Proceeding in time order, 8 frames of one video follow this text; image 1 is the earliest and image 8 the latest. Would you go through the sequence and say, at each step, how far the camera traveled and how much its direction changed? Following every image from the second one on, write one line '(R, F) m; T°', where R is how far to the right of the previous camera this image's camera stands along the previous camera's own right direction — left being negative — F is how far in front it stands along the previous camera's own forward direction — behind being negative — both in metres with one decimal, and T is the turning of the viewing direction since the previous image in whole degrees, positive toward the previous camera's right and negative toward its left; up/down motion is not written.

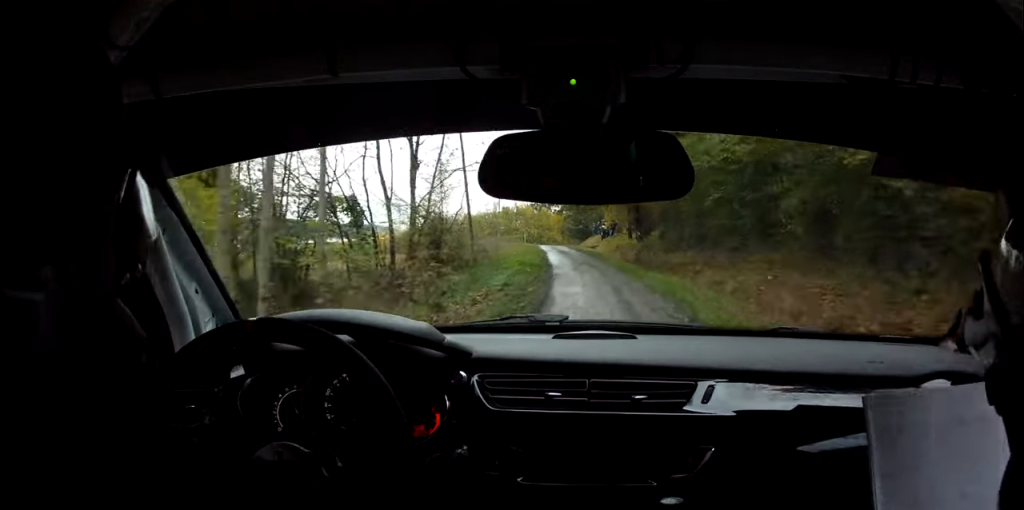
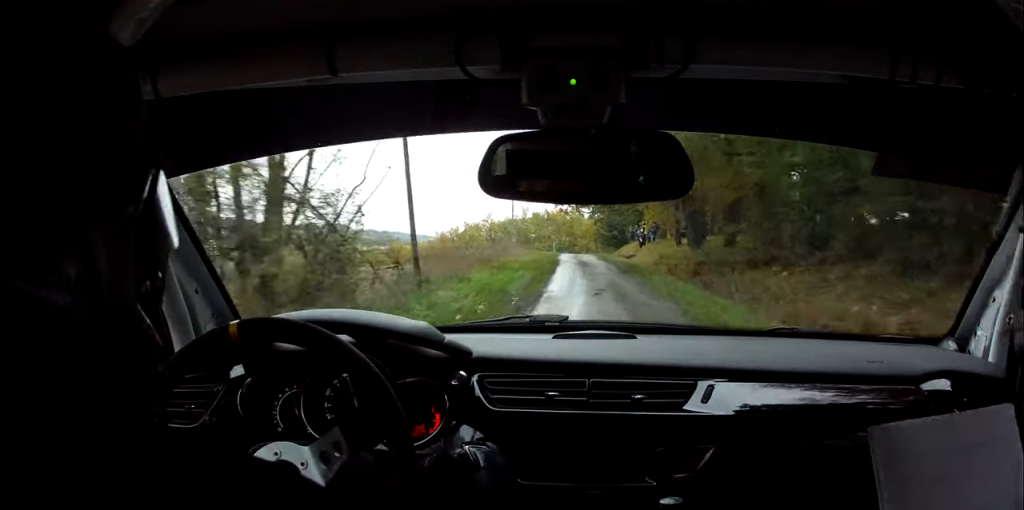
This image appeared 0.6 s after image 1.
(-0.4, +16.0) m; -3°
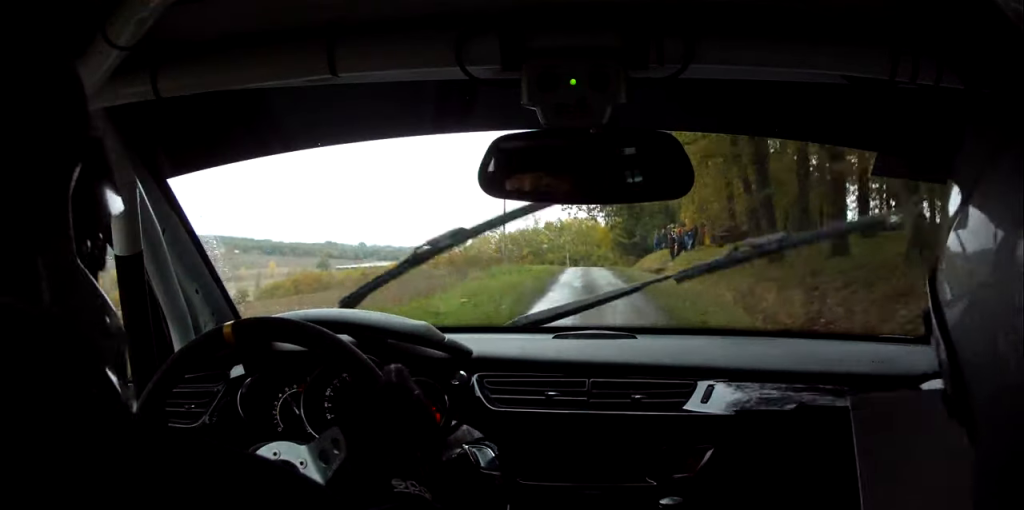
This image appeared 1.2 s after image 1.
(-0.1, +14.6) m; -2°
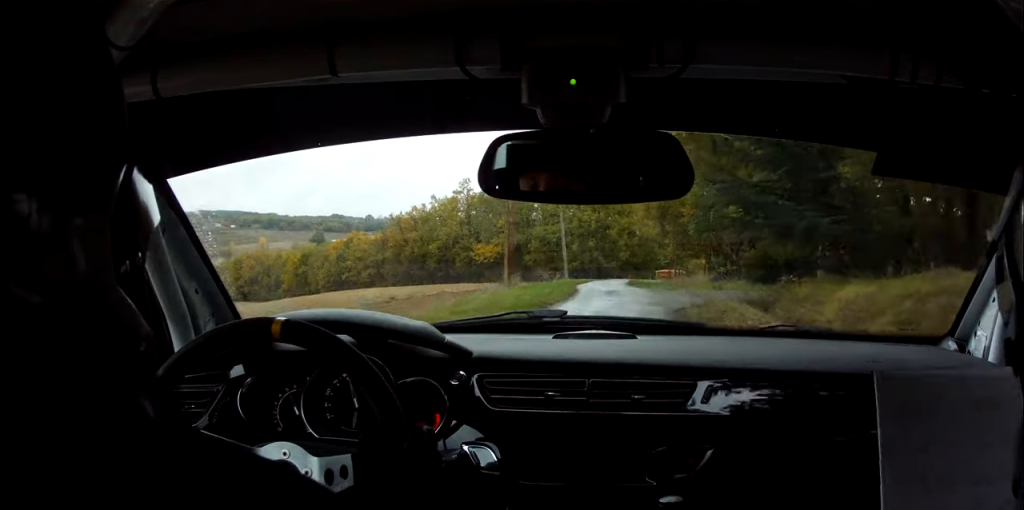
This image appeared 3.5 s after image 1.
(-2.6, +61.7) m; -2°
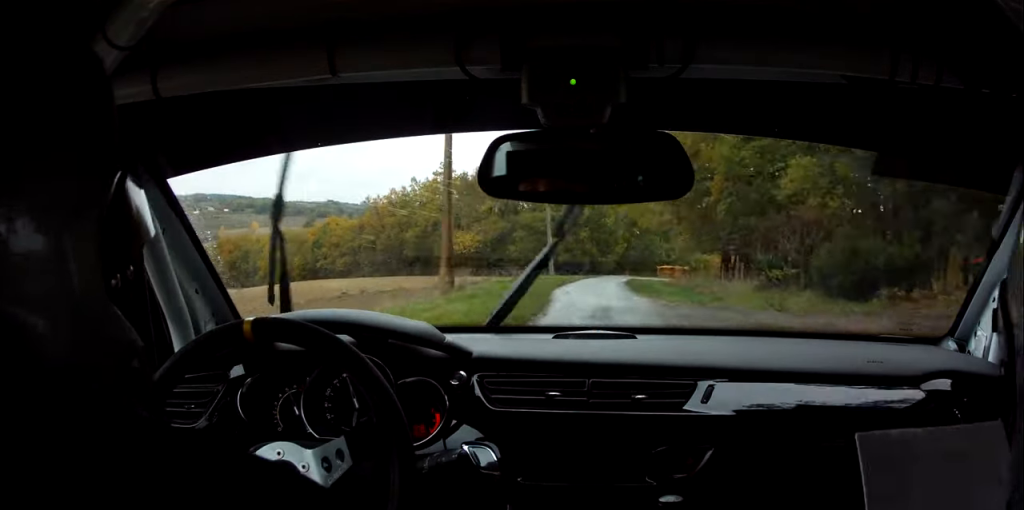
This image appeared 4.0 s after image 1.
(+0.3, +11.4) m; 0°
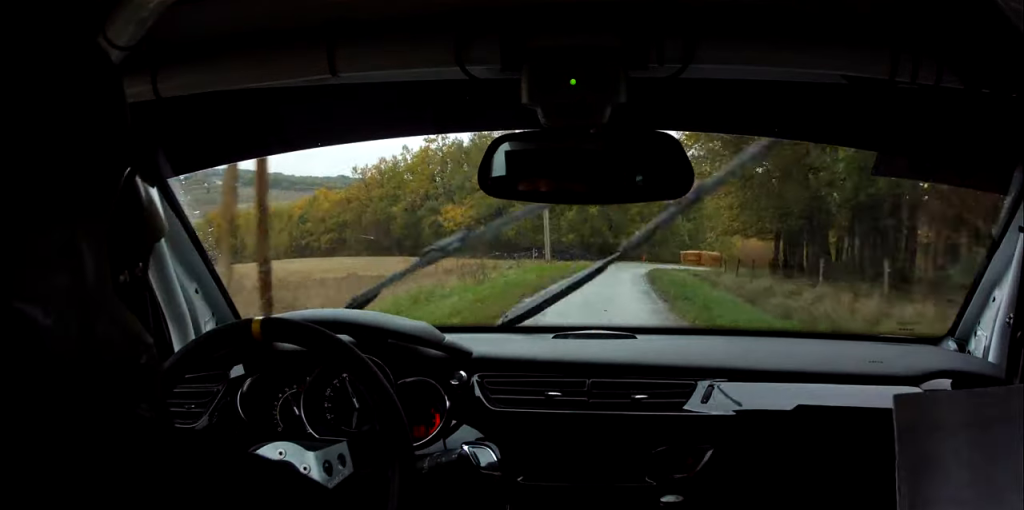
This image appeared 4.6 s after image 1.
(-0.3, +12.2) m; 0°
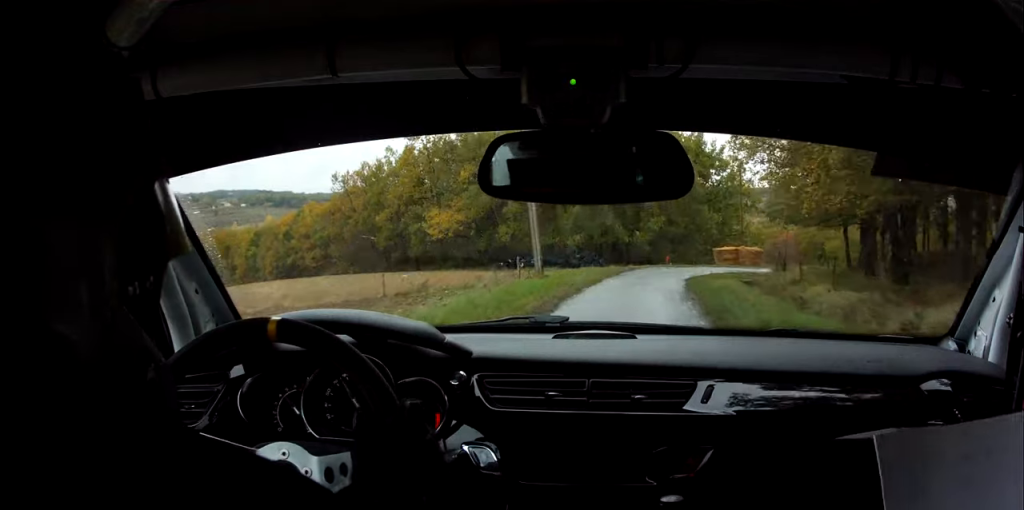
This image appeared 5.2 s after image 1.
(-0.3, +12.3) m; 0°
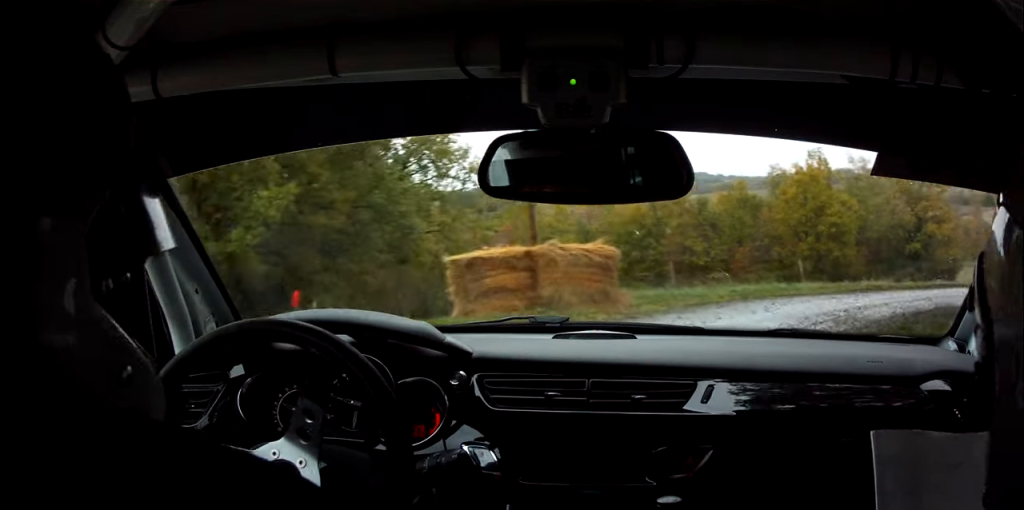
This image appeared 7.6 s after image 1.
(+3.7, +35.1) m; +19°
